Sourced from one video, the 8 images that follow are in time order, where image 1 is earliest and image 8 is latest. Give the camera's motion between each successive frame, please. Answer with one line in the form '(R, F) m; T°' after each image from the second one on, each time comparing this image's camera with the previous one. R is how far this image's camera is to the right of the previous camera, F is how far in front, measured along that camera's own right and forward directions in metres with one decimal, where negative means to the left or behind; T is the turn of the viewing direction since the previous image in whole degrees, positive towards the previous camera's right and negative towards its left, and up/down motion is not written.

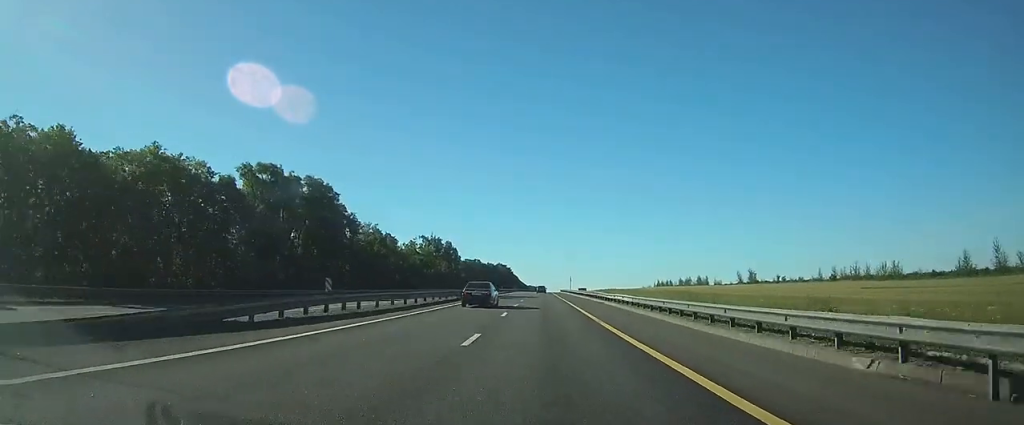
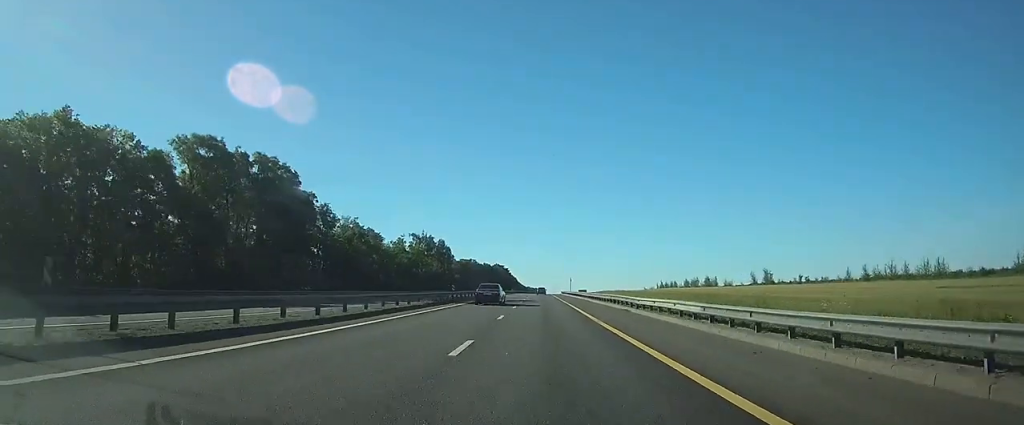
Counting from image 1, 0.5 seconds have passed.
(0.0, +13.9) m; 0°
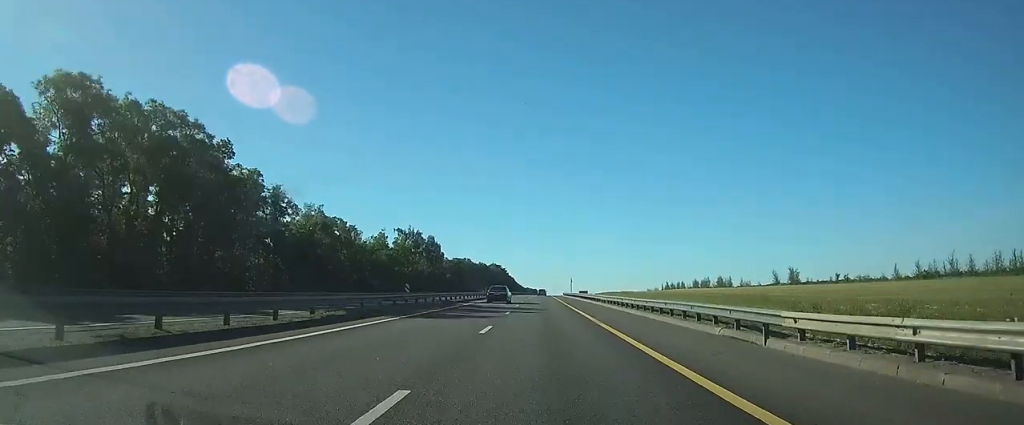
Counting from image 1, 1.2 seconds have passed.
(0.0, +18.4) m; 0°
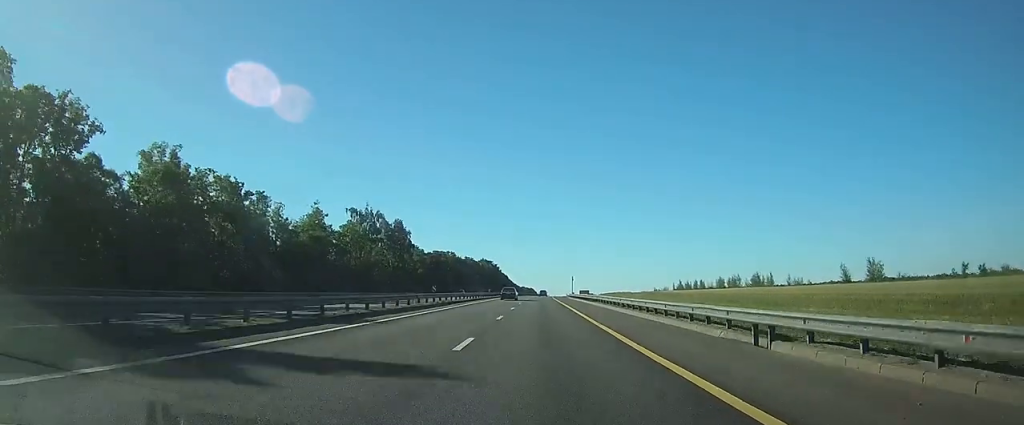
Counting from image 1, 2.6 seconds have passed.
(0.0, +40.4) m; 0°
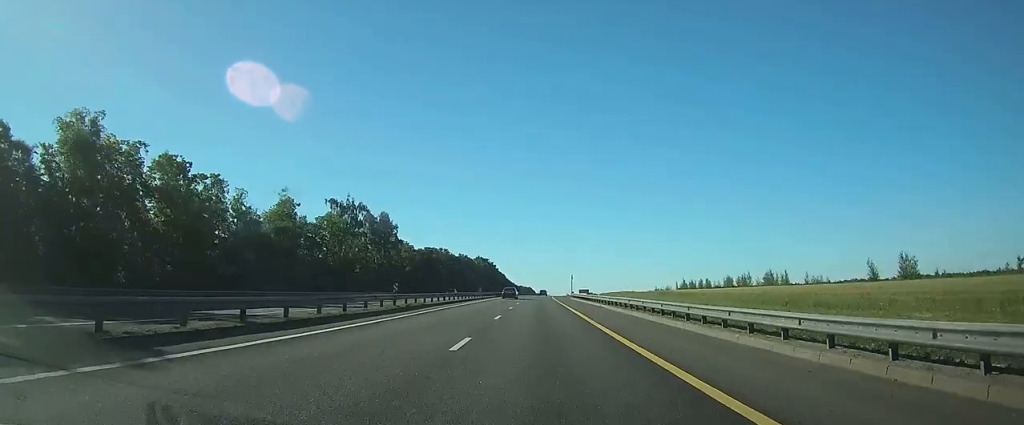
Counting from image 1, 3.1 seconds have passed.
(+0.1, +12.0) m; 0°
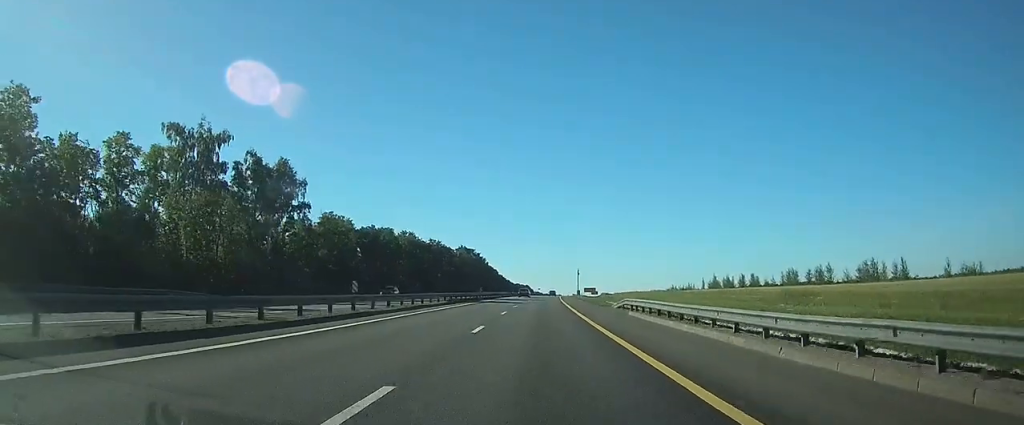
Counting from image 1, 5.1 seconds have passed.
(+0.4, +55.3) m; +1°
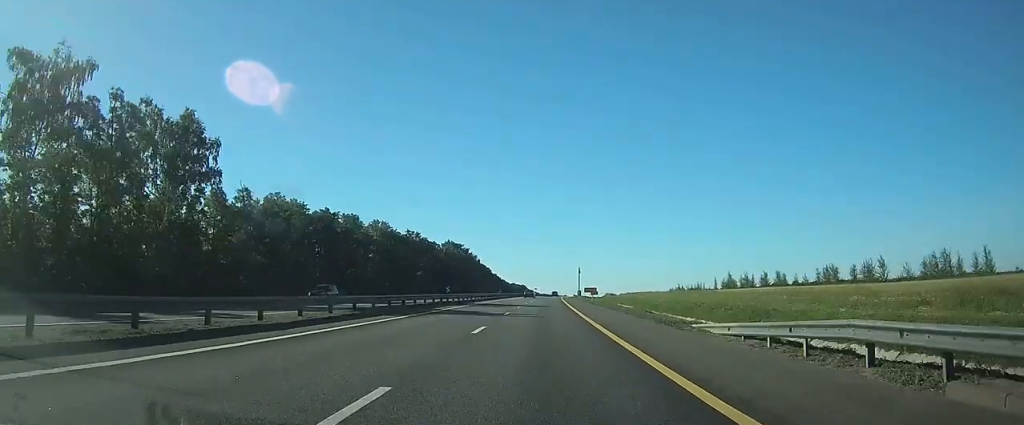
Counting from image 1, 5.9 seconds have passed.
(0.0, +24.0) m; 0°
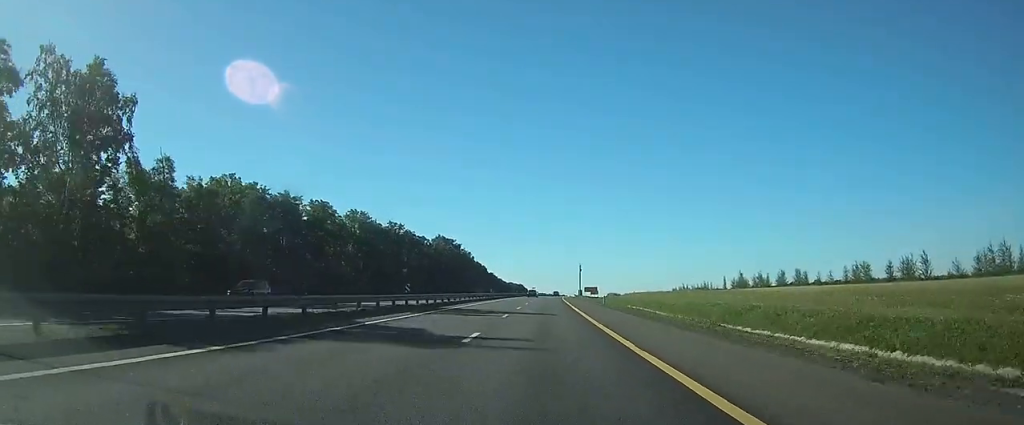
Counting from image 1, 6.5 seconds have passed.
(0.0, +14.9) m; 0°
